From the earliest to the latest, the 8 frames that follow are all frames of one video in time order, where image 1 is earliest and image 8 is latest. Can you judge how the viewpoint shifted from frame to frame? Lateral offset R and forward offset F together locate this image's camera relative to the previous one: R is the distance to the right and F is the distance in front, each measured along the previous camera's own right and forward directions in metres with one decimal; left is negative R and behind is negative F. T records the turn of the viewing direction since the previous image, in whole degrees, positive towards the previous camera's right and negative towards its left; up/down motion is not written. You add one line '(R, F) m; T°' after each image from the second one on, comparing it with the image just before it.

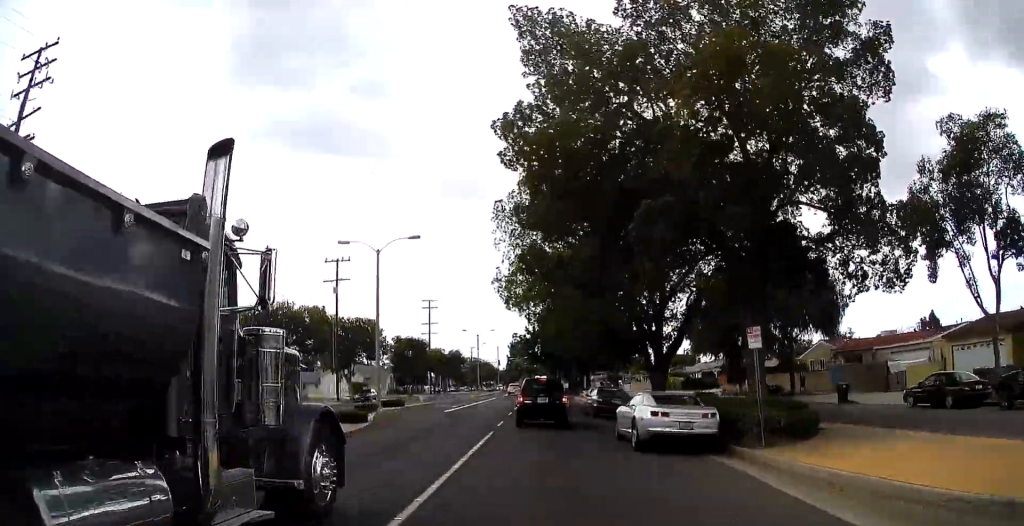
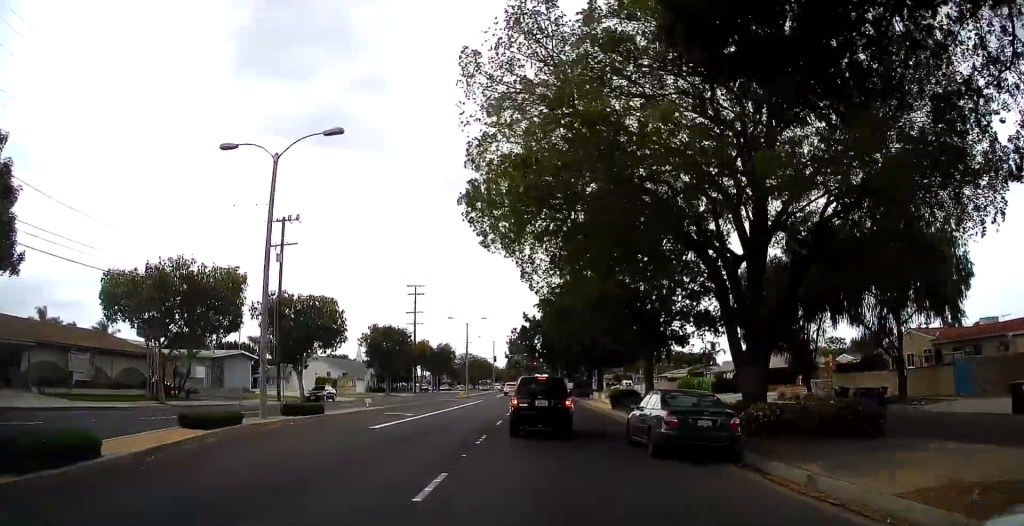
(-1.0, +15.0) m; -2°
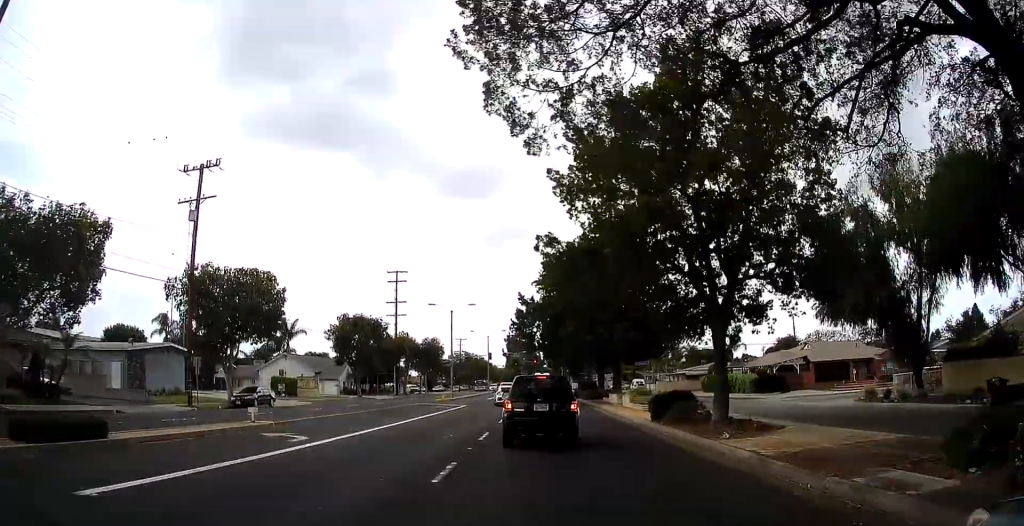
(+0.8, +13.9) m; +4°
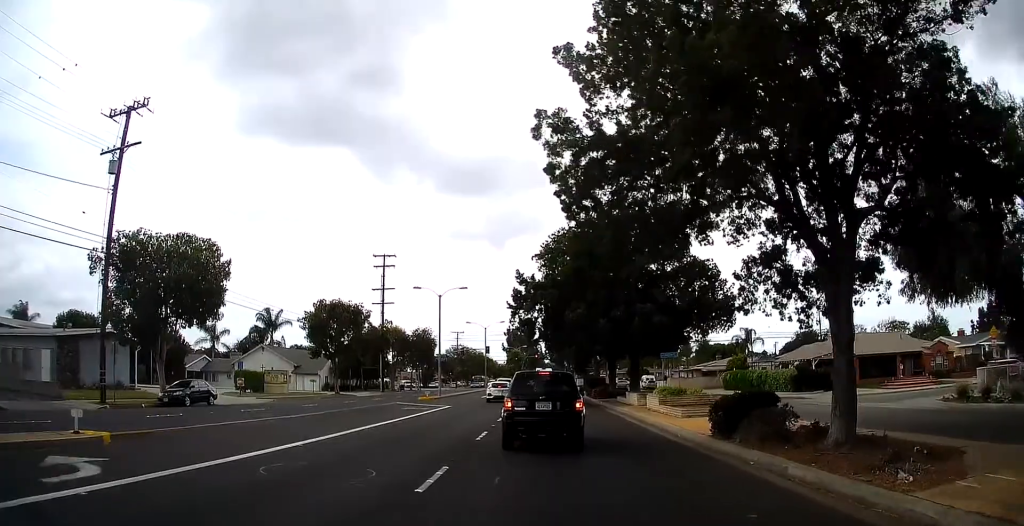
(0.0, +9.4) m; 0°
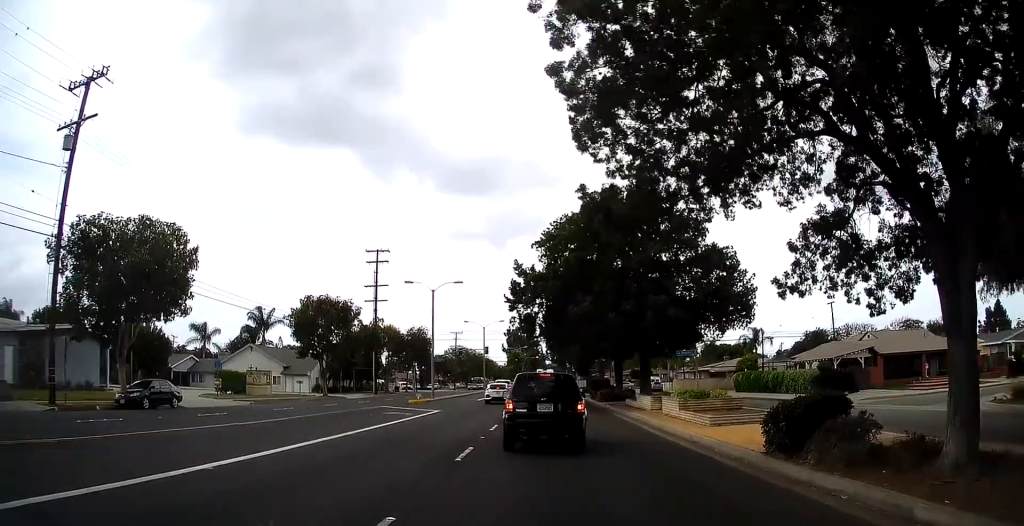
(0.0, +4.4) m; 0°
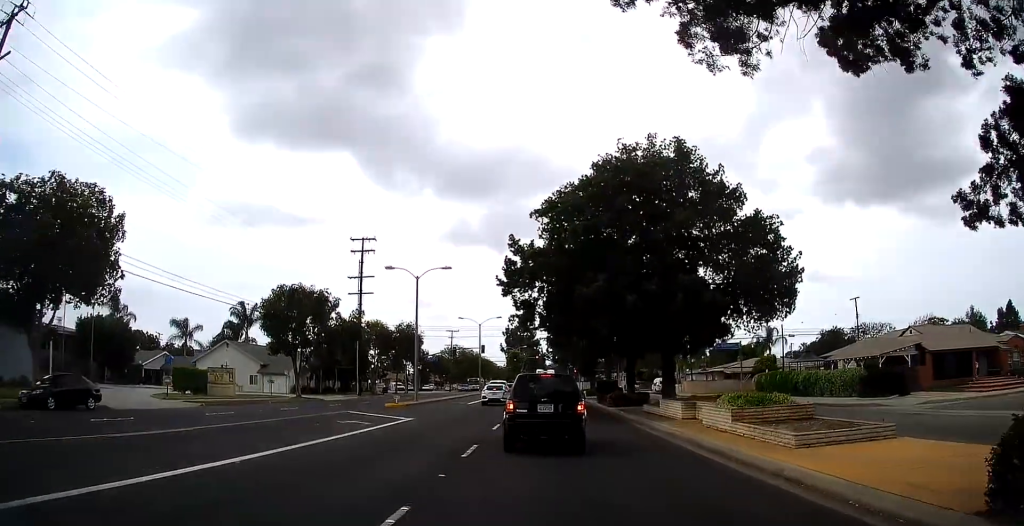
(0.0, +7.8) m; 0°
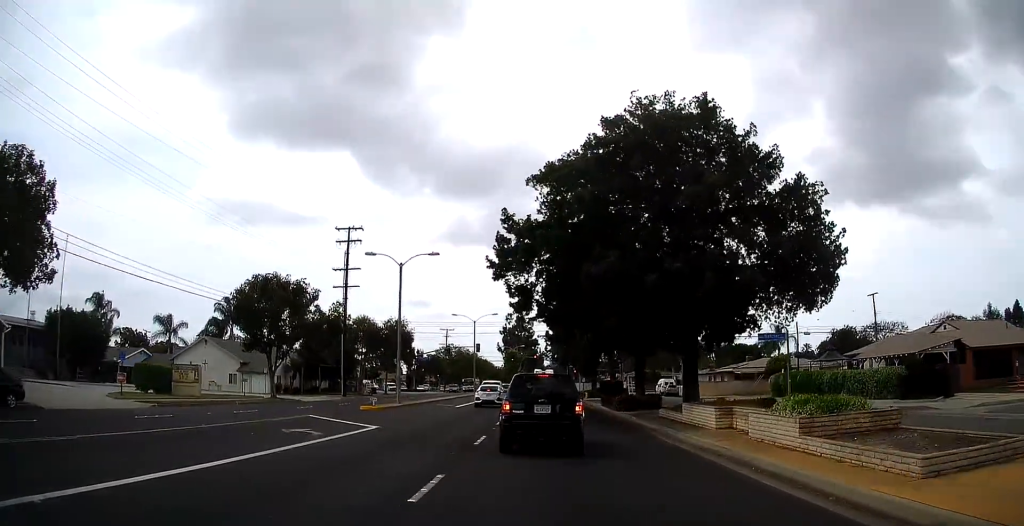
(0.0, +5.1) m; +6°
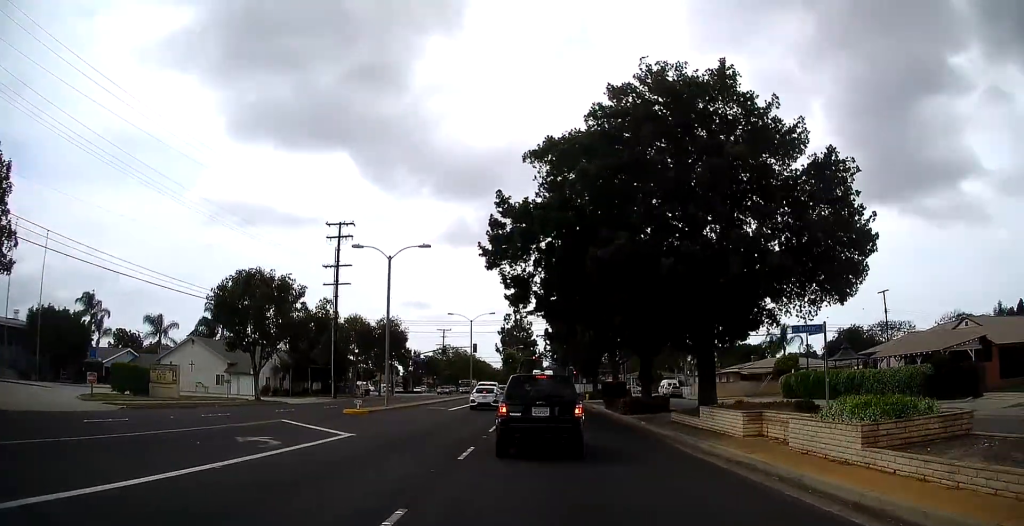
(+0.1, +2.8) m; +3°
